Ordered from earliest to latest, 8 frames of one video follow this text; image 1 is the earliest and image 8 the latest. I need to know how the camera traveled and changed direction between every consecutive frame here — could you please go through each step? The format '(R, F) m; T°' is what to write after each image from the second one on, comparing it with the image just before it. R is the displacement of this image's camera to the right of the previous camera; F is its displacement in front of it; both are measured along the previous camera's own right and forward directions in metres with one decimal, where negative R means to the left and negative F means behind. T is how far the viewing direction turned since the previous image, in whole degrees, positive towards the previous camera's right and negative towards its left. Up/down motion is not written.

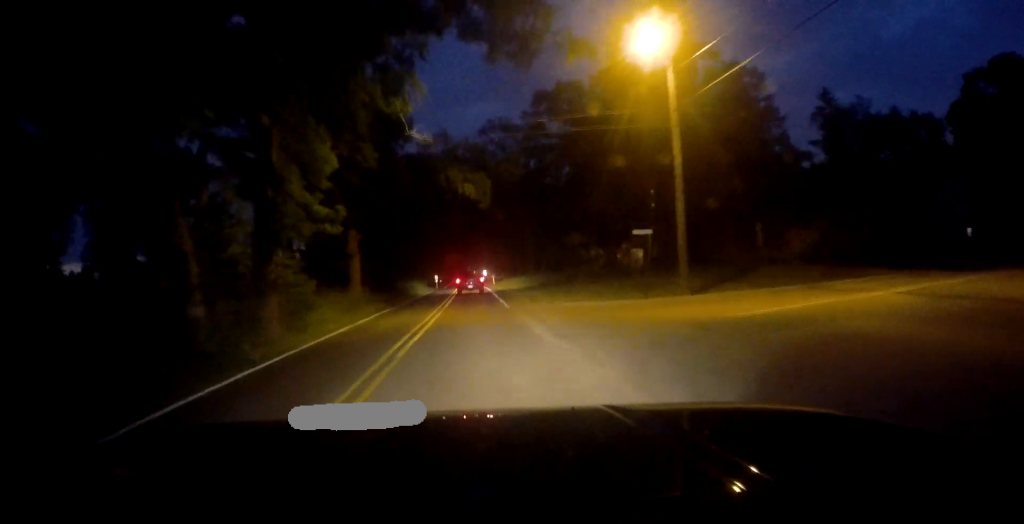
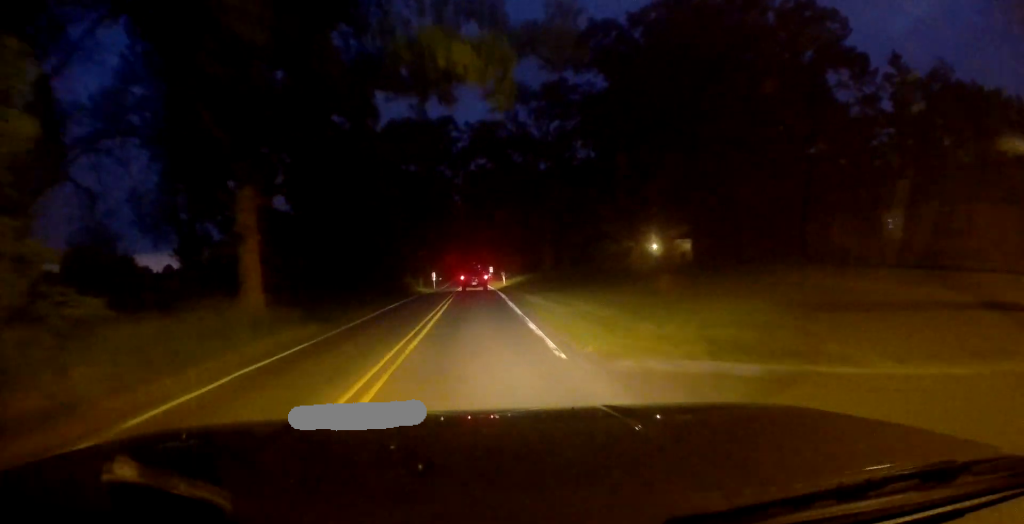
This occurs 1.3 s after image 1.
(0.0, +16.5) m; -2°
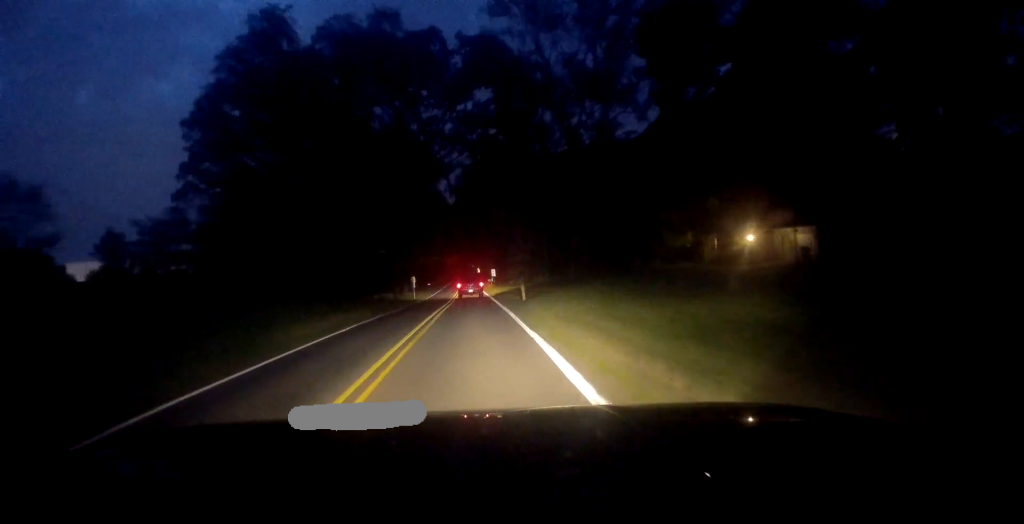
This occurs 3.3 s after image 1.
(+0.4, +25.5) m; +2°
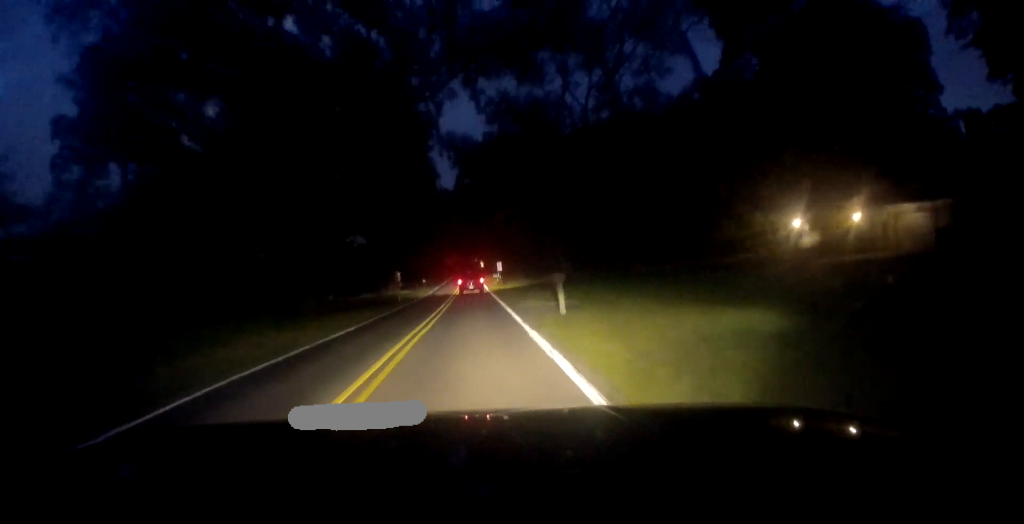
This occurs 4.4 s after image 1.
(-0.2, +14.1) m; 0°
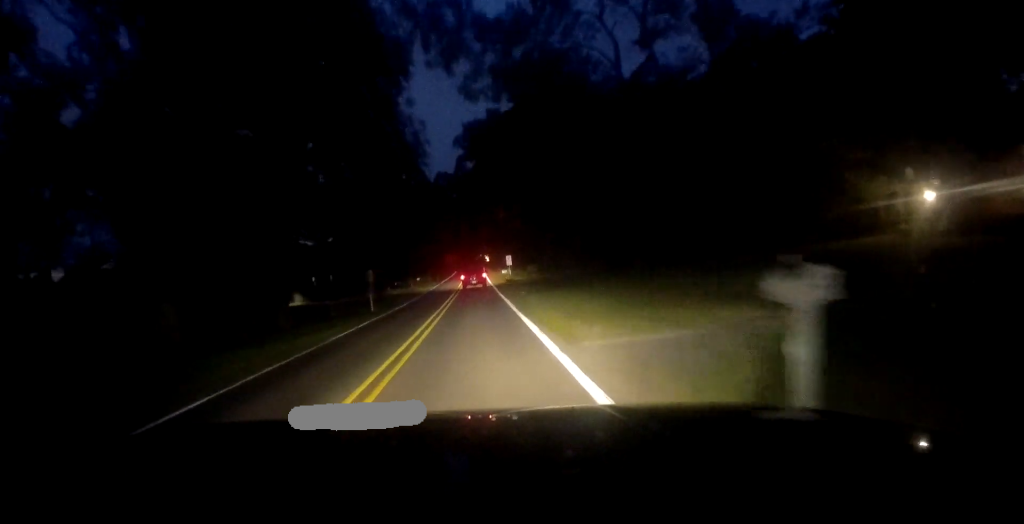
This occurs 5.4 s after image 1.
(+0.3, +14.2) m; 0°
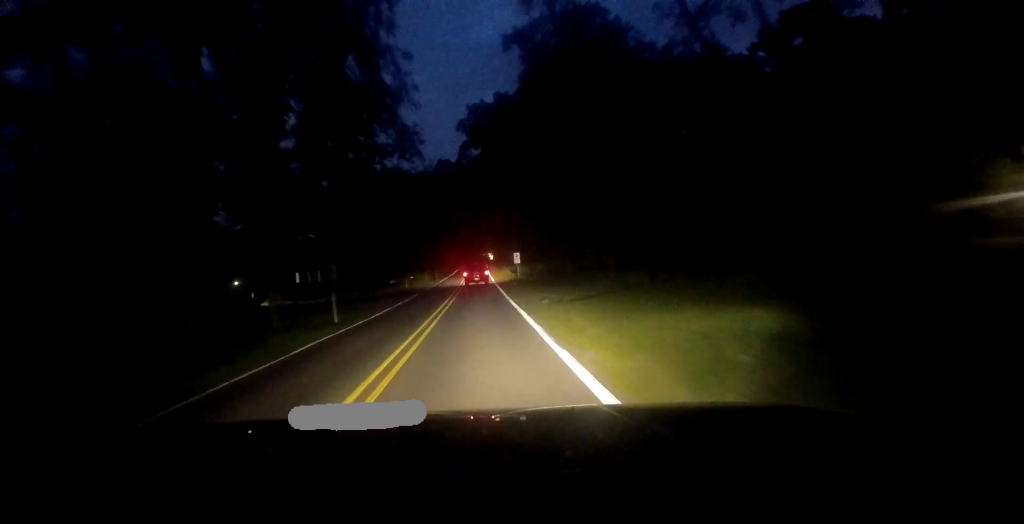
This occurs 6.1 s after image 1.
(-0.2, +8.9) m; 0°
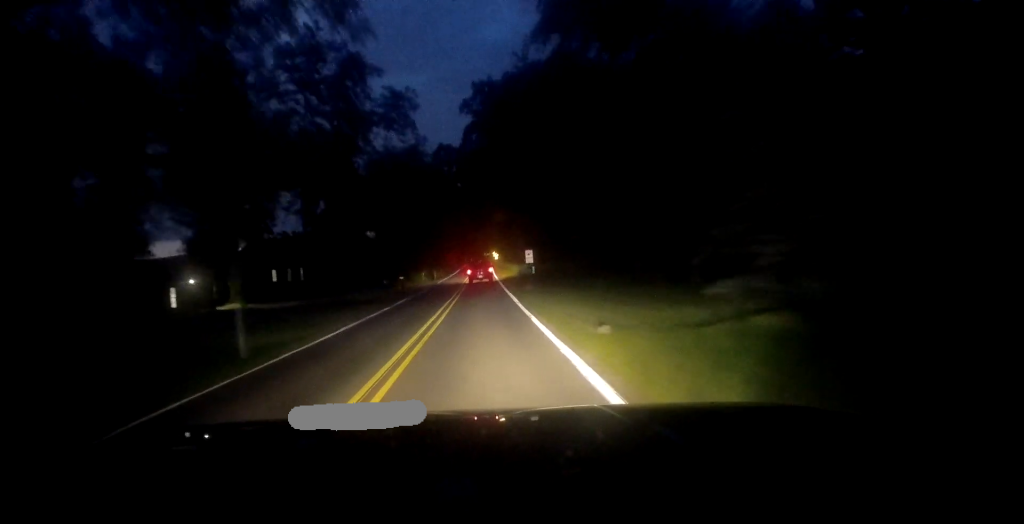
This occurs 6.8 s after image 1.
(-0.2, +9.8) m; 0°
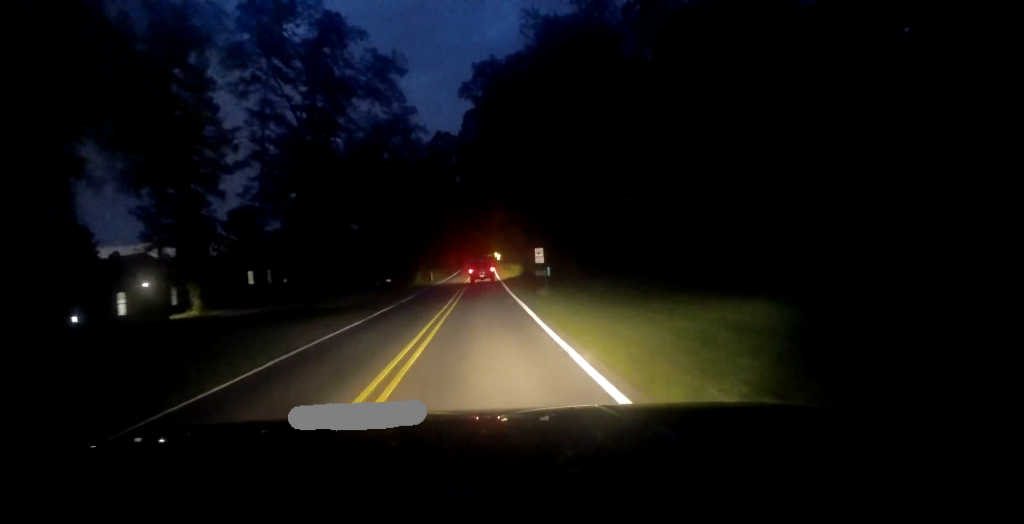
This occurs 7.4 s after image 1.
(+0.3, +7.2) m; 0°
